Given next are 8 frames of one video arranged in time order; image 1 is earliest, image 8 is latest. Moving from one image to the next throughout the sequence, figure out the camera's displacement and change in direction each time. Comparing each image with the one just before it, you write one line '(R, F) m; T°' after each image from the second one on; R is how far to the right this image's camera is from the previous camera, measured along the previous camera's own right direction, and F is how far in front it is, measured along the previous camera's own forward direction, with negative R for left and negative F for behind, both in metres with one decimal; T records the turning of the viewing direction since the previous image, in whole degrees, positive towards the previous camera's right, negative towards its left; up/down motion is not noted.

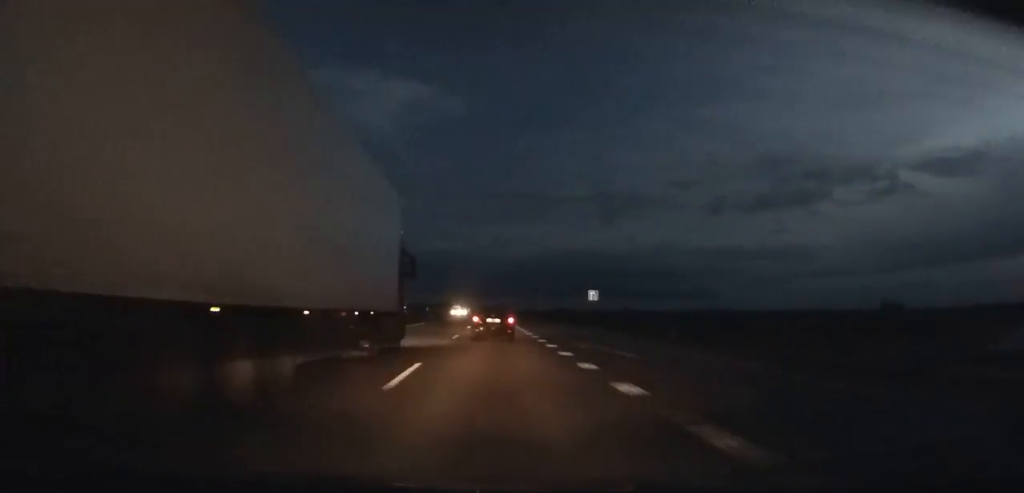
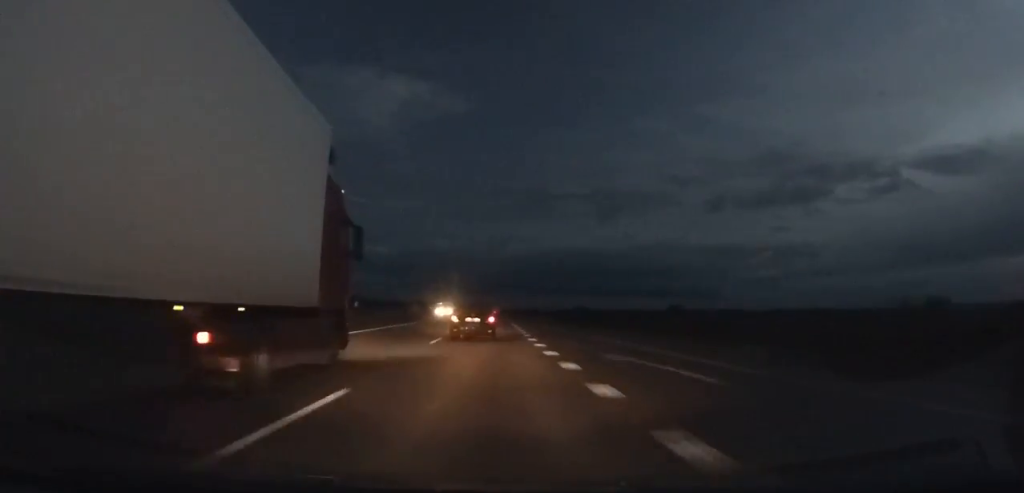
(-0.1, +37.8) m; 0°
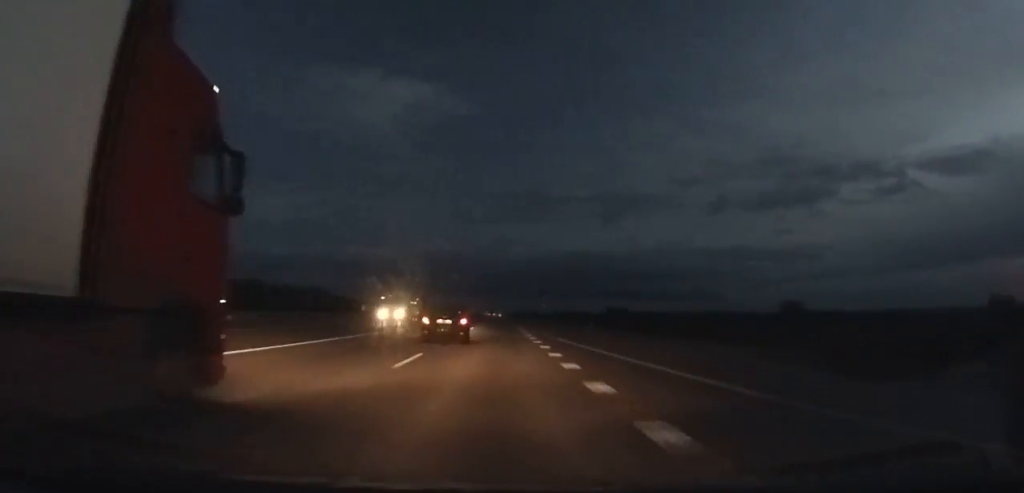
(0.0, +39.5) m; 0°
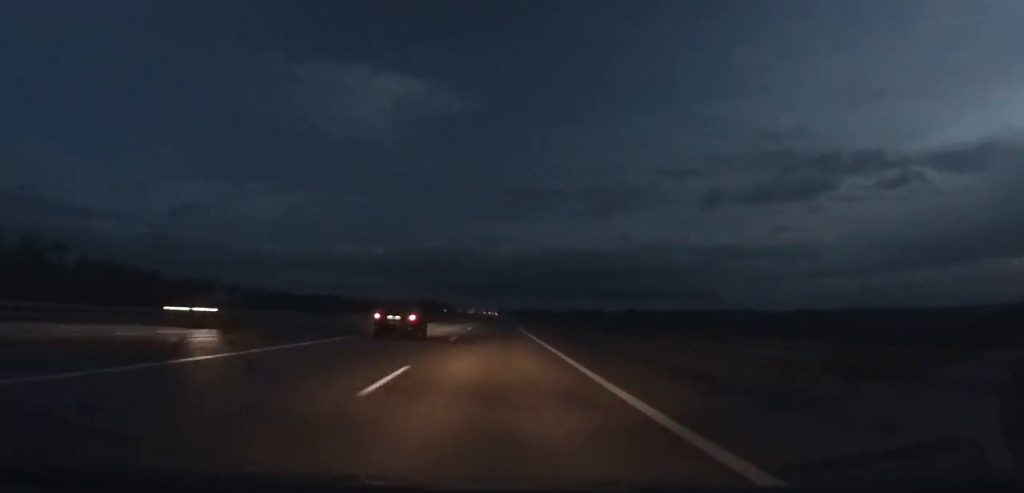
(+0.4, +184.4) m; 0°
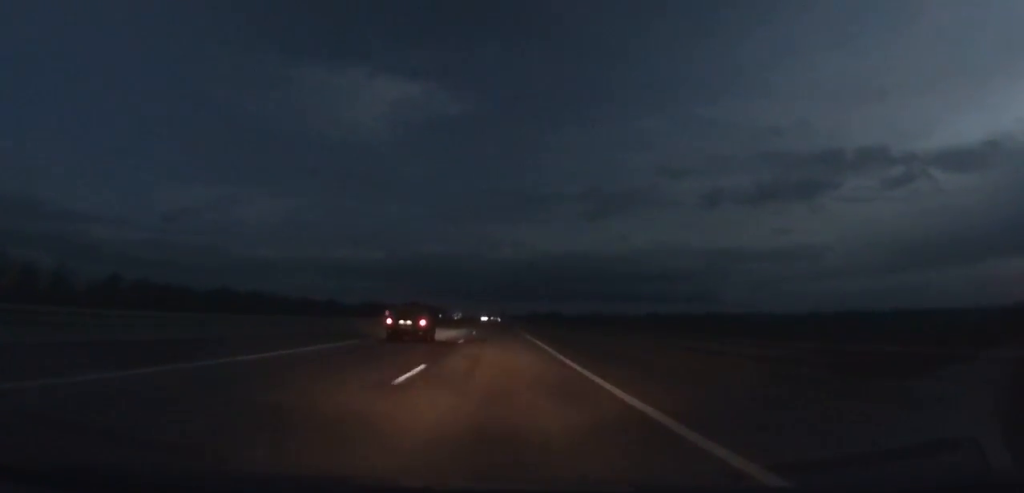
(-0.3, +96.8) m; 0°
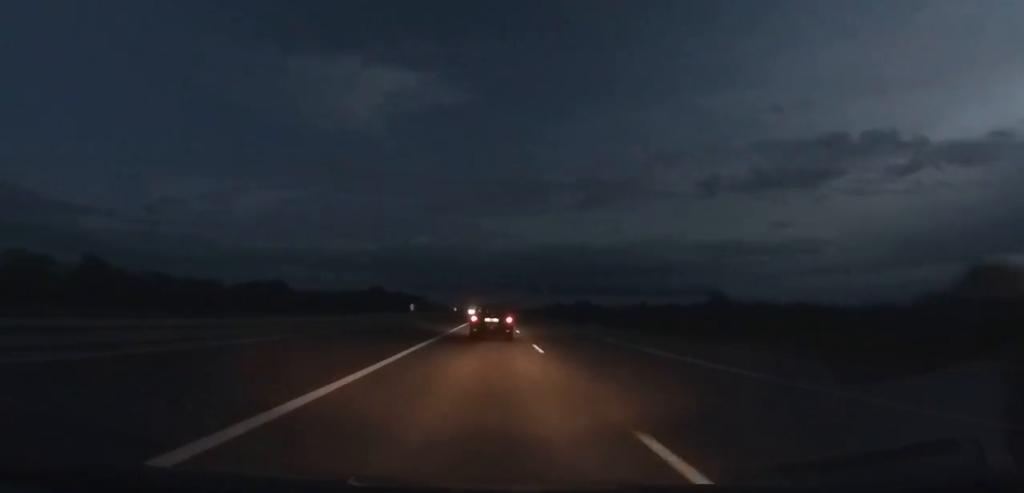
(-0.2, +174.6) m; 0°
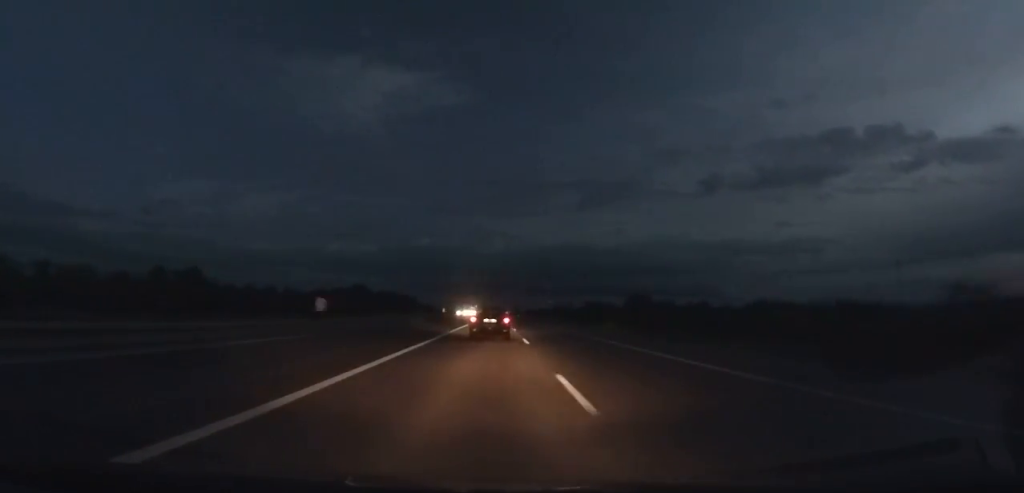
(+0.2, +57.9) m; 0°
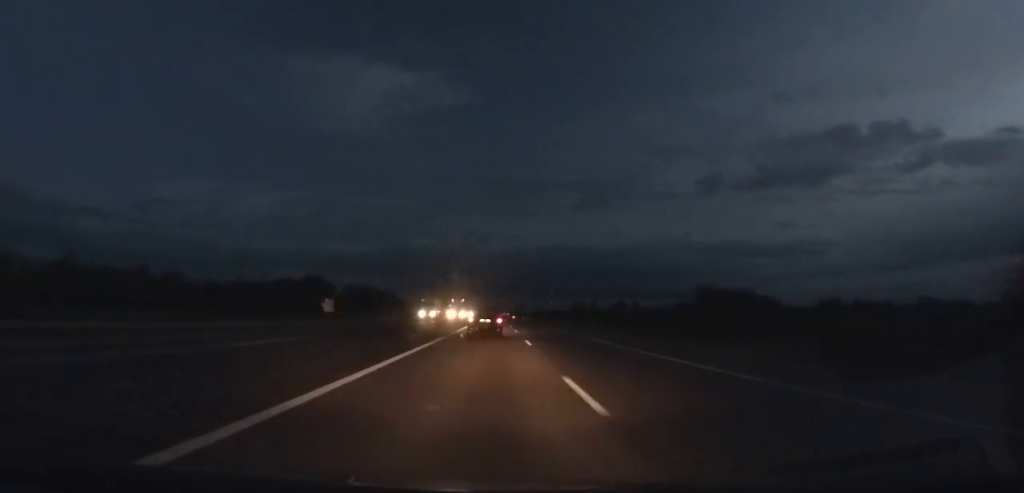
(+0.2, +78.2) m; 0°
